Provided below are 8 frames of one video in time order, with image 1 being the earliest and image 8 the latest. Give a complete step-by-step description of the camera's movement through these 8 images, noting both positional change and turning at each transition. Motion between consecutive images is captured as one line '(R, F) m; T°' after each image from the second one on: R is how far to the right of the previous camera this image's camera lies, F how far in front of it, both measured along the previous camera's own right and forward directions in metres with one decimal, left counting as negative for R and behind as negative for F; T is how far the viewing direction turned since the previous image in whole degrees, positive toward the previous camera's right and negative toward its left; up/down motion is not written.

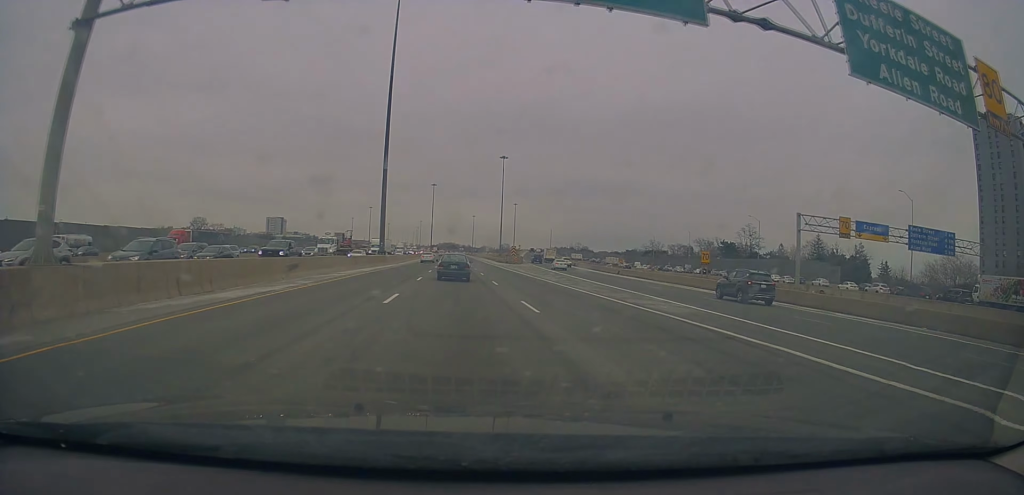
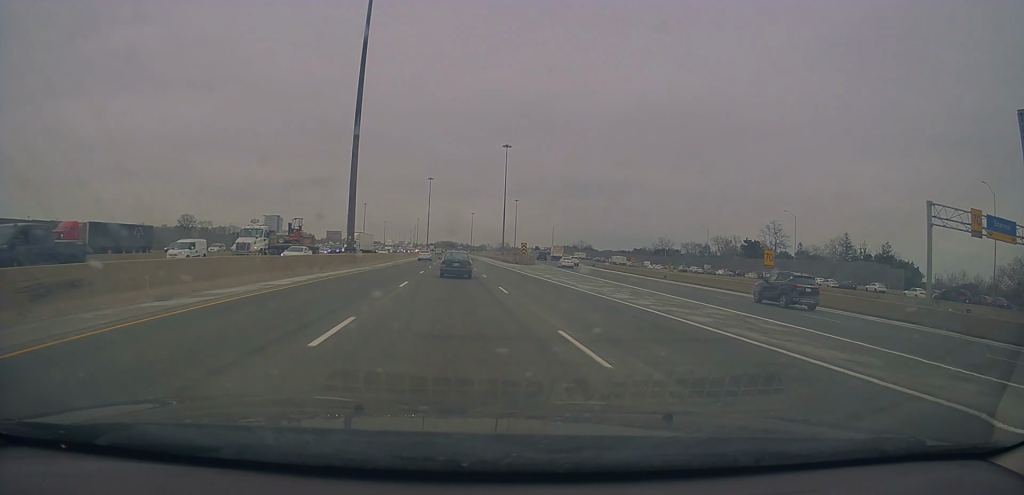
(-0.4, +18.8) m; 0°
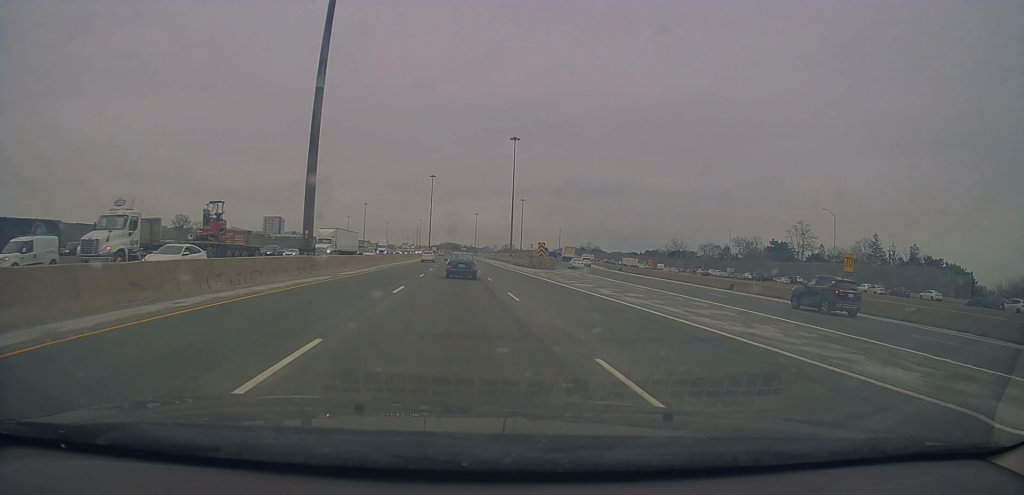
(+0.2, +15.3) m; +1°
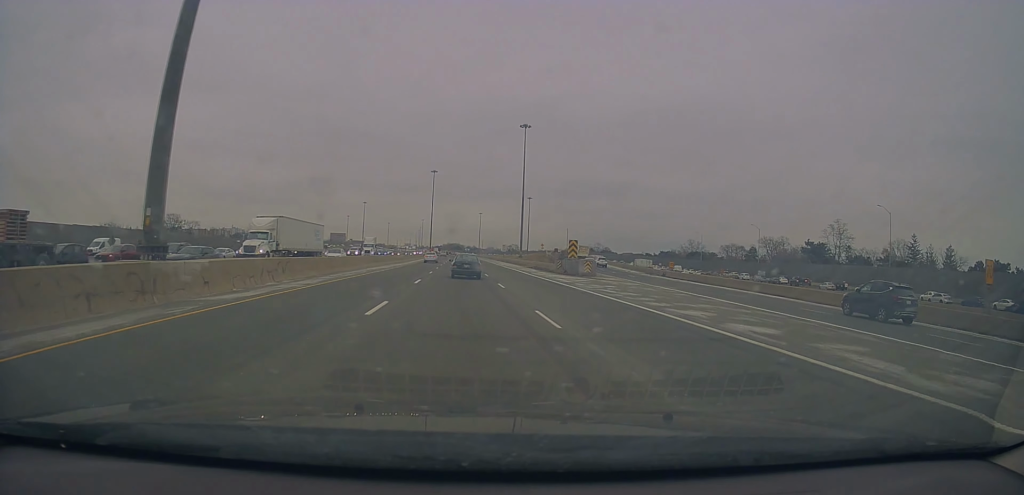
(+0.3, +19.2) m; +1°
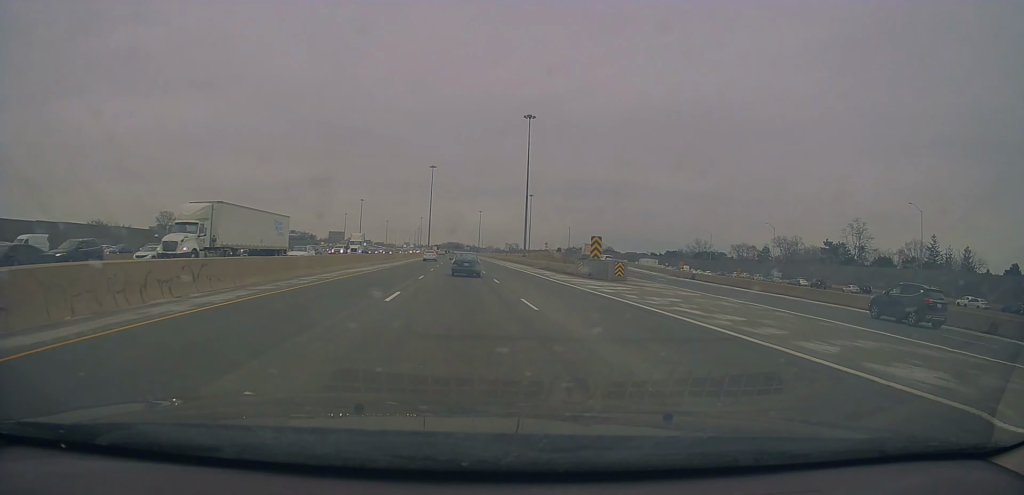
(+0.2, +9.8) m; 0°
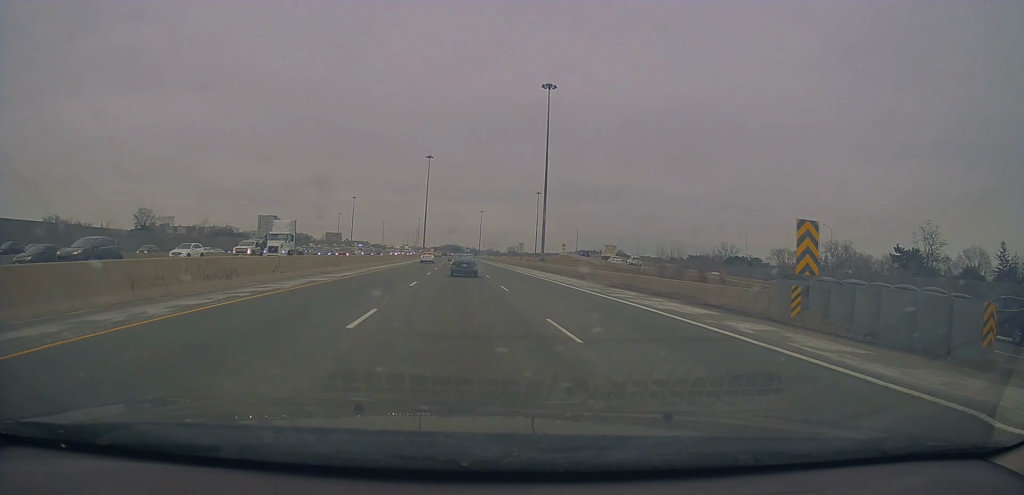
(-0.4, +30.1) m; -2°
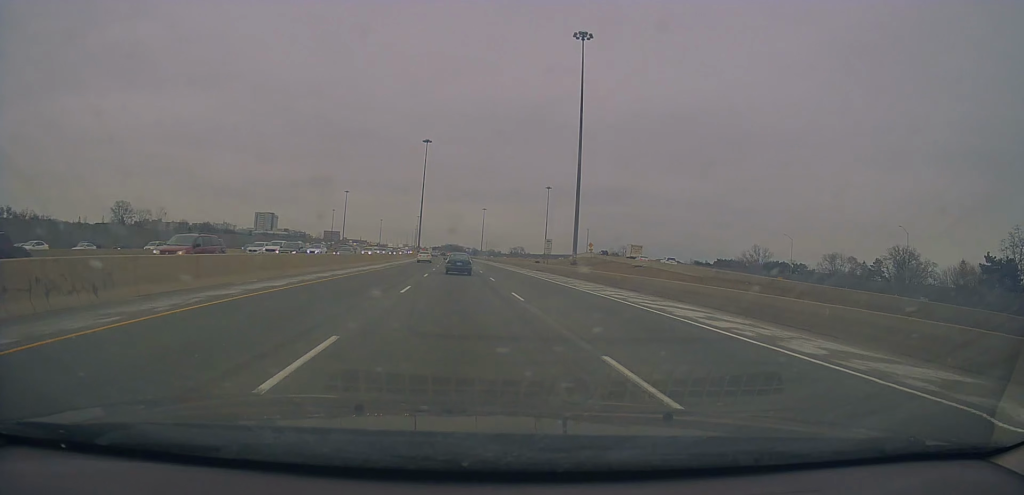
(-0.4, +31.6) m; 0°
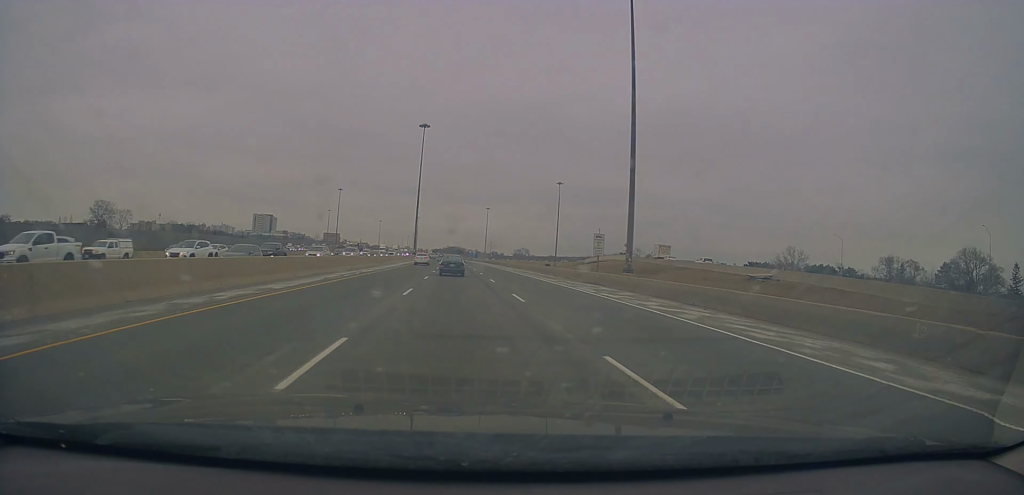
(+0.2, +27.1) m; +1°
